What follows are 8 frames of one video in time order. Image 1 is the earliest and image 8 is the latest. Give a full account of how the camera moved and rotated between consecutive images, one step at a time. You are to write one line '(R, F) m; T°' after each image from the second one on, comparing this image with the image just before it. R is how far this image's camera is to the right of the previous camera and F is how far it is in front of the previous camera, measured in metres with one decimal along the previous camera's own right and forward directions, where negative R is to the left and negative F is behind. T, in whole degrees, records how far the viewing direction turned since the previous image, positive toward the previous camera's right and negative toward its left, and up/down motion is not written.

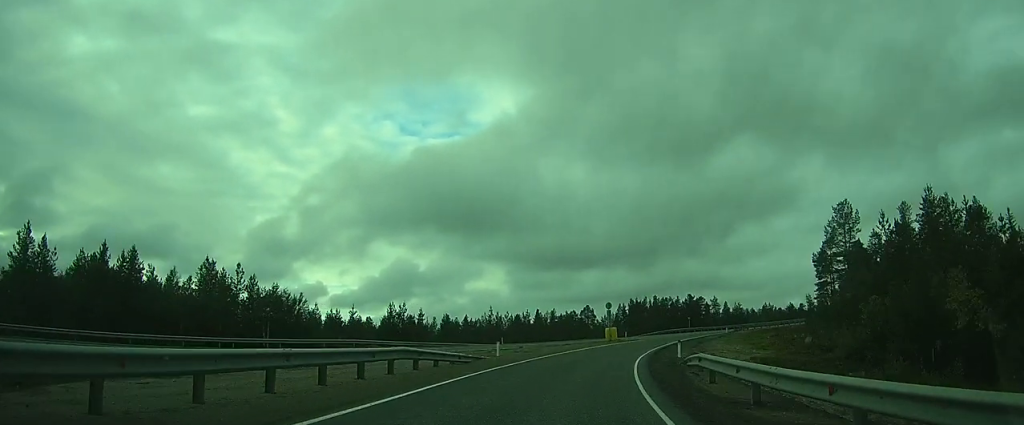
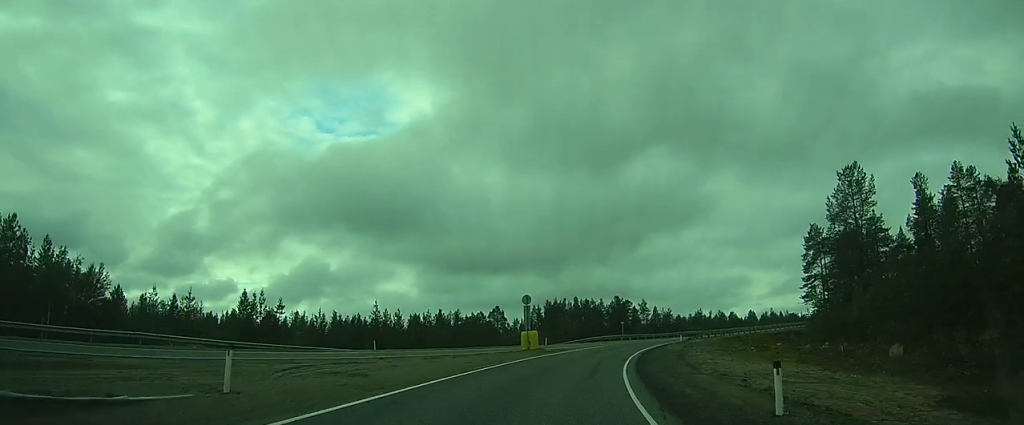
(+0.4, +15.1) m; +5°
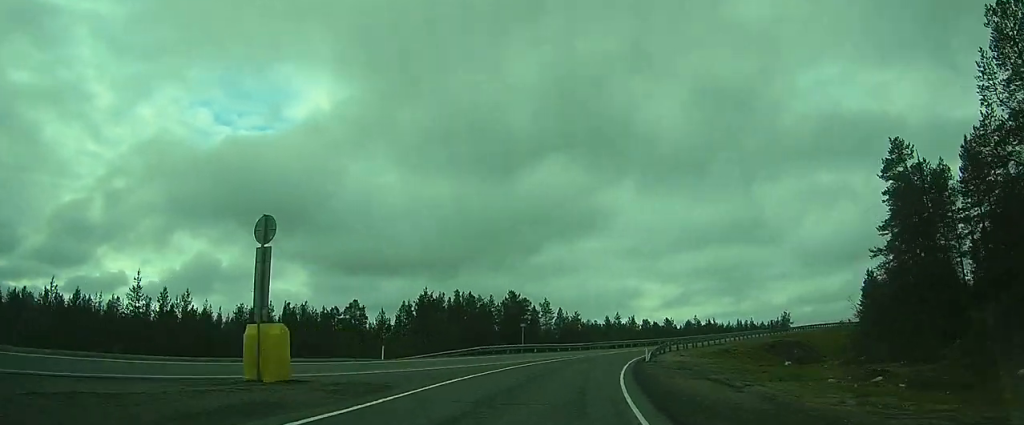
(+2.2, +21.5) m; +11°
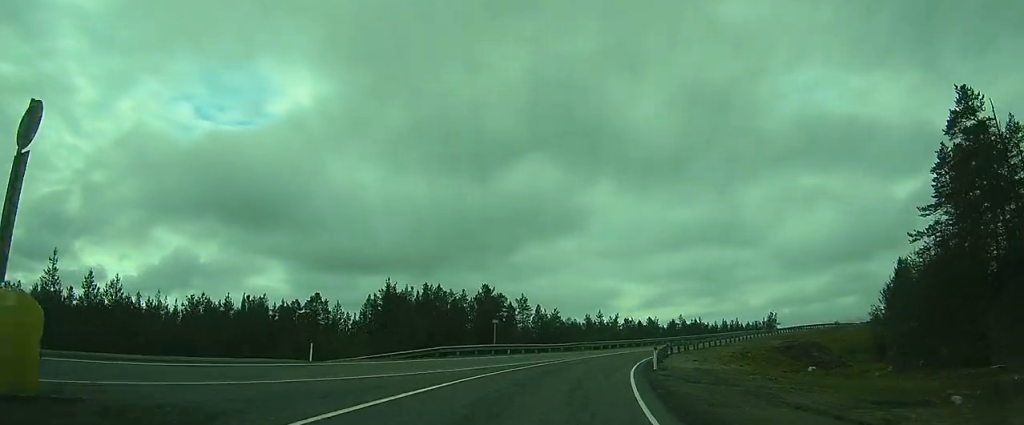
(0.0, +5.6) m; +2°
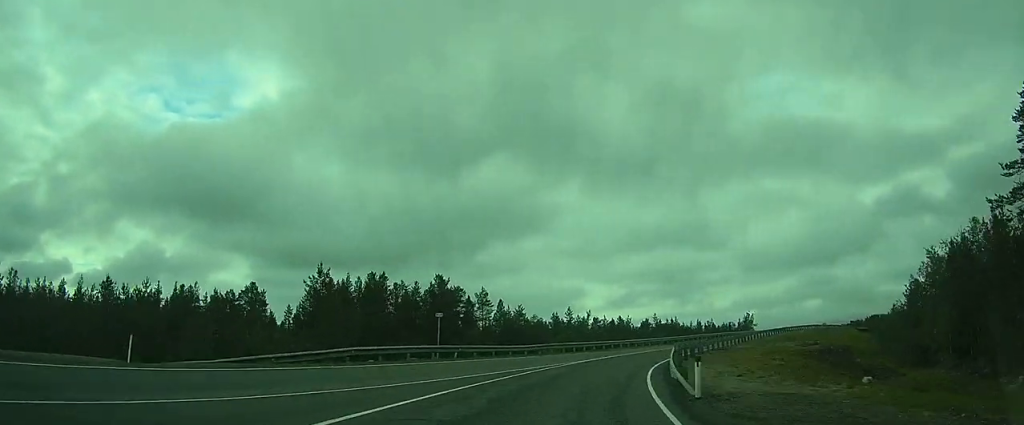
(+0.1, +8.1) m; +2°
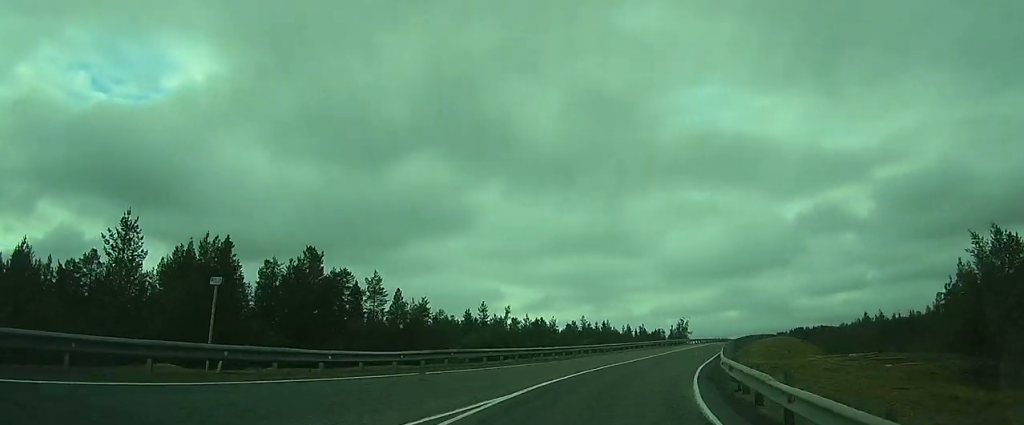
(+0.7, +15.0) m; +4°
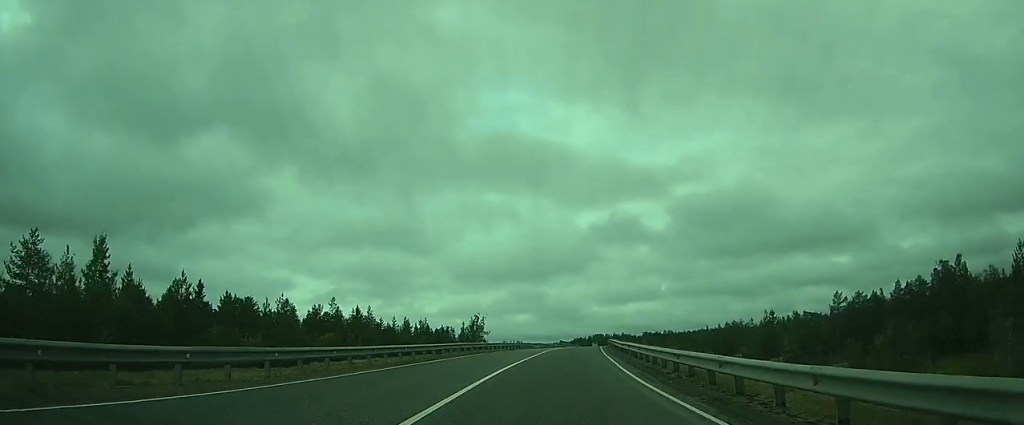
(+6.0, +36.7) m; +18°
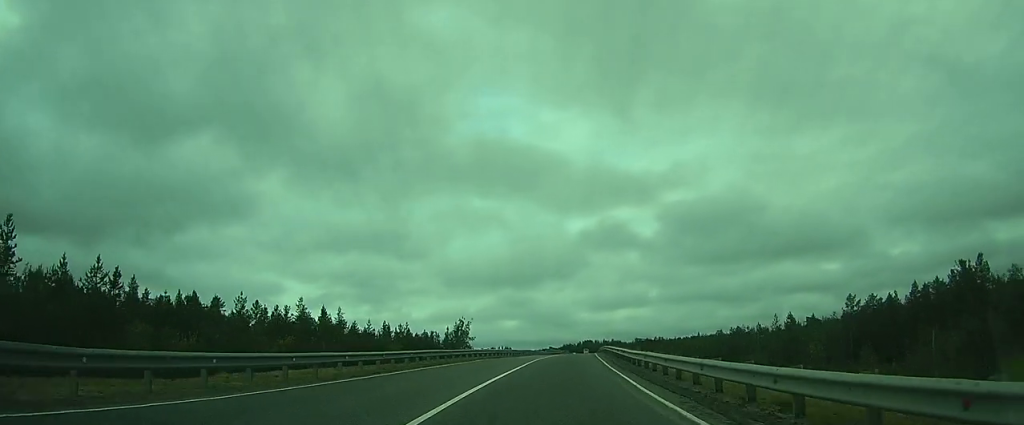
(+0.3, +7.7) m; +2°
